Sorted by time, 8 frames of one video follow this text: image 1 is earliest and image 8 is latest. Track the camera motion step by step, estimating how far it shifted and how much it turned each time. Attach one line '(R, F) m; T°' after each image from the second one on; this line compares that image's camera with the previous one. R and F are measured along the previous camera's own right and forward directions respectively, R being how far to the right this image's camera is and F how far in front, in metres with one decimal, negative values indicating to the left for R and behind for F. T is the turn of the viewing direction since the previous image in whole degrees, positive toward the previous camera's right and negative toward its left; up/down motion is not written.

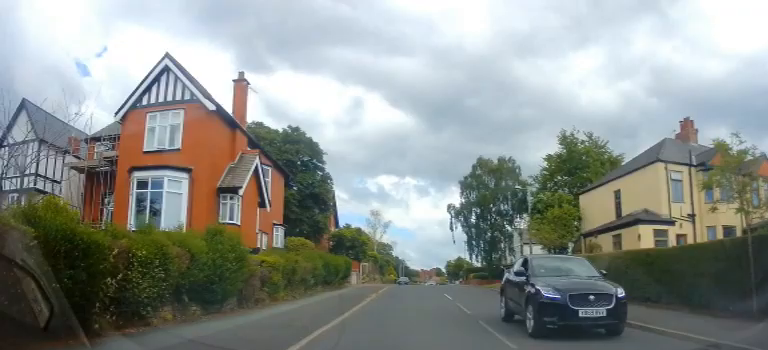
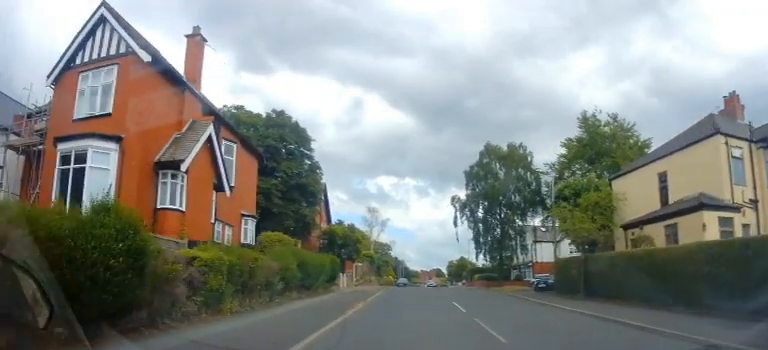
(-0.8, +5.2) m; -3°
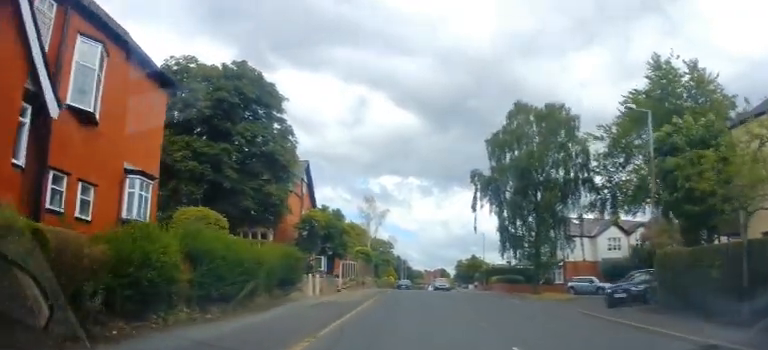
(+0.3, +10.8) m; +4°
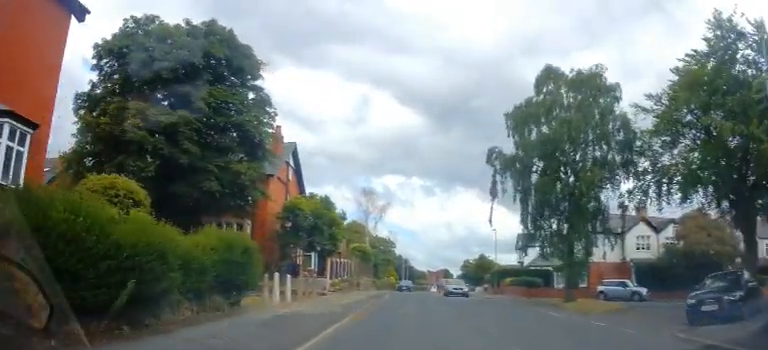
(+0.1, +5.5) m; 0°
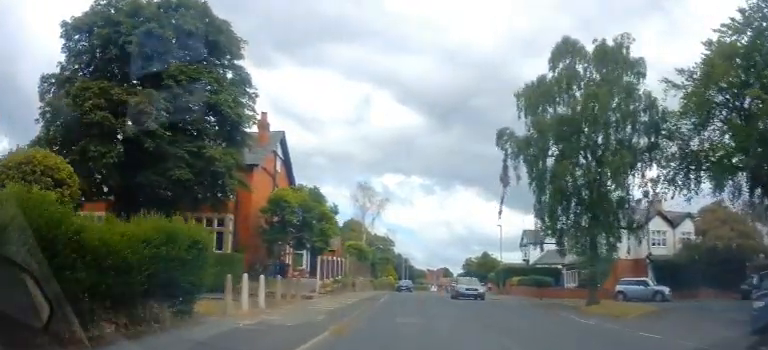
(0.0, +3.2) m; -2°
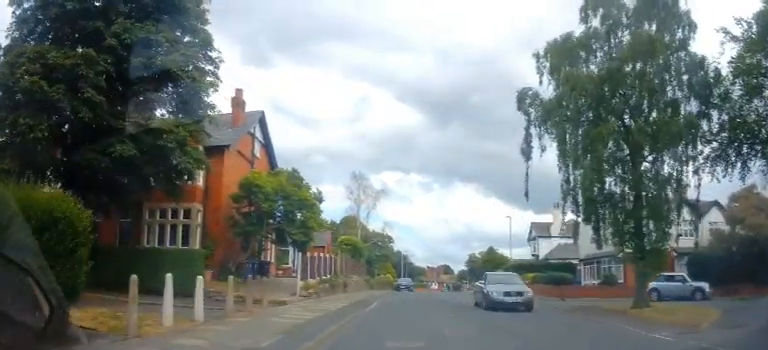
(0.0, +4.1) m; -2°
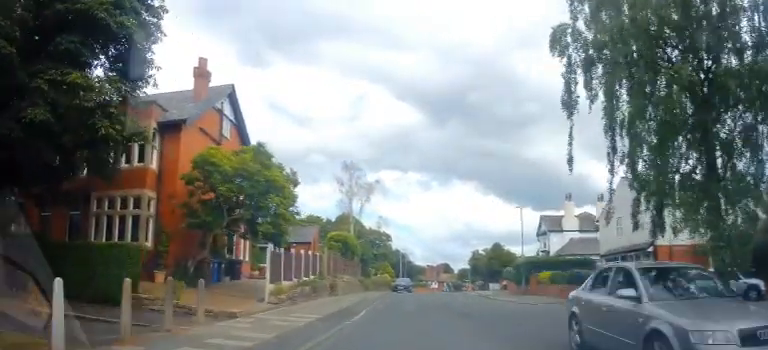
(-0.2, +4.8) m; 0°
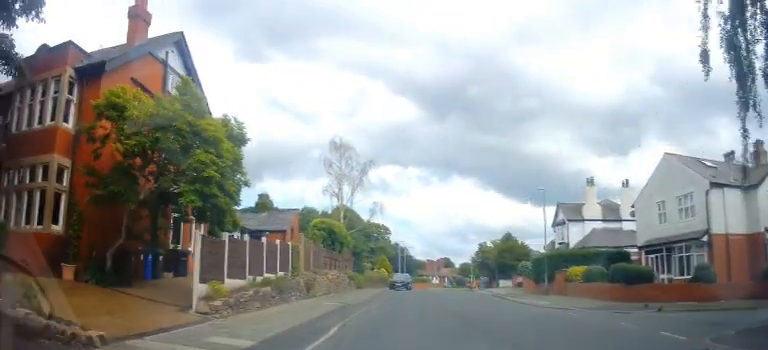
(-0.1, +5.8) m; +1°
